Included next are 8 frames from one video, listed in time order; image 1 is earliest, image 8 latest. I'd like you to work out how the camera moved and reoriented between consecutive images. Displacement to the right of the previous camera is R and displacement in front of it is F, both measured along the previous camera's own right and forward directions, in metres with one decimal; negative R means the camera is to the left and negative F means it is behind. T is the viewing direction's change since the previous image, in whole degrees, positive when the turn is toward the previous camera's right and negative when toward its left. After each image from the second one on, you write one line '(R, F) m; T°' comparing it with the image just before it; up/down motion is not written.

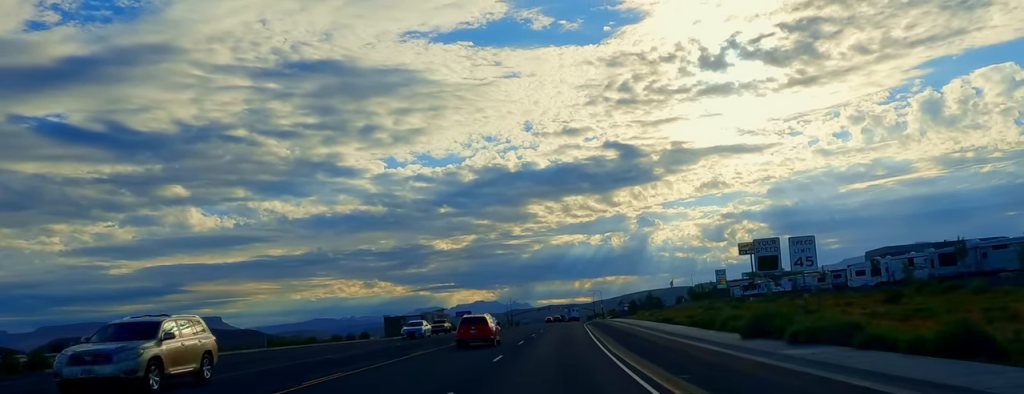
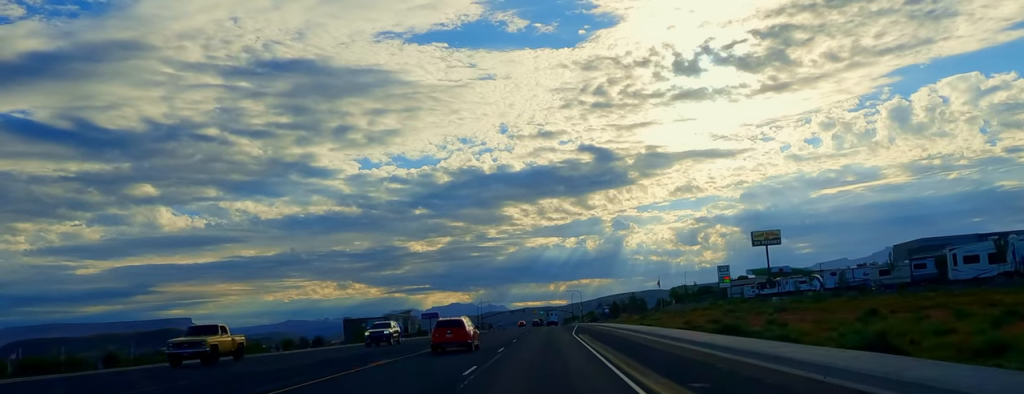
(+0.4, +28.0) m; +1°
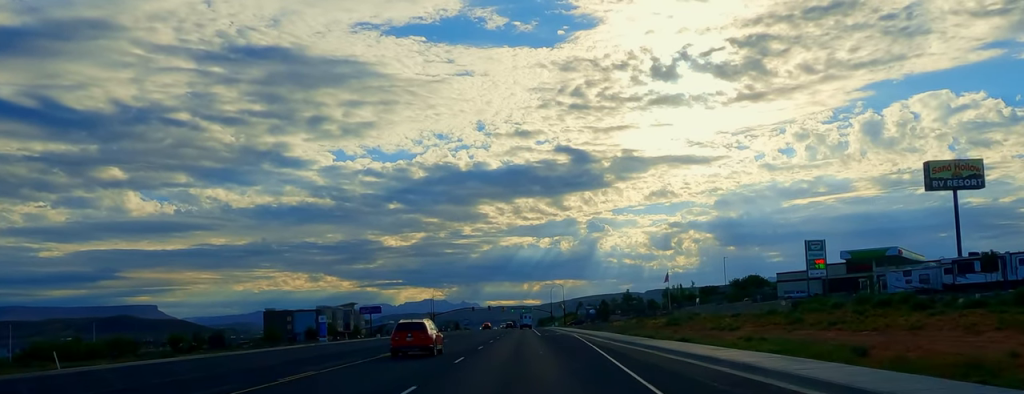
(+1.4, +64.7) m; +1°
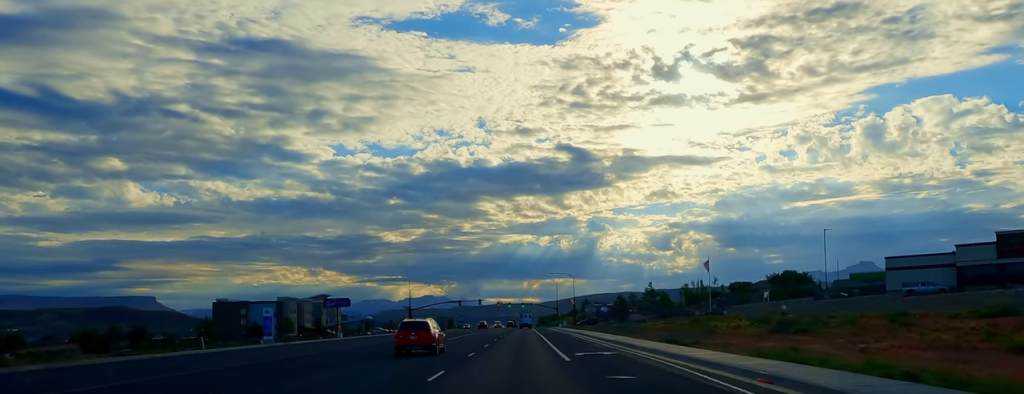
(0.0, +43.9) m; 0°
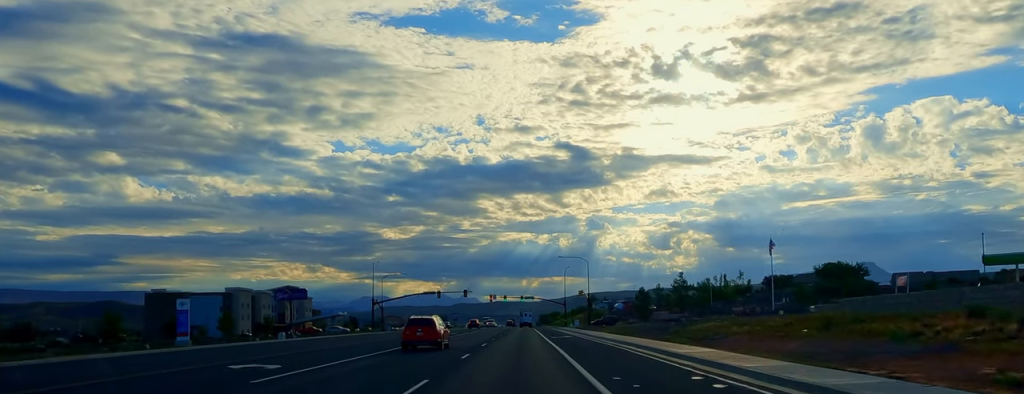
(0.0, +40.1) m; 0°
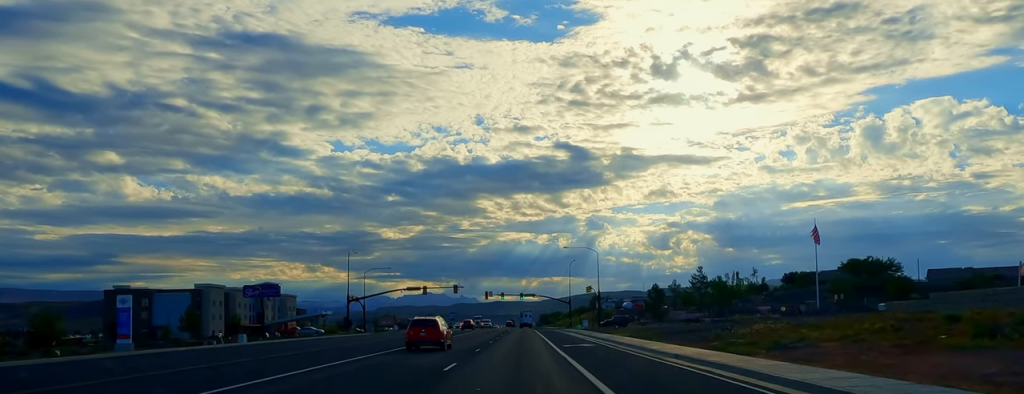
(0.0, +17.9) m; 0°
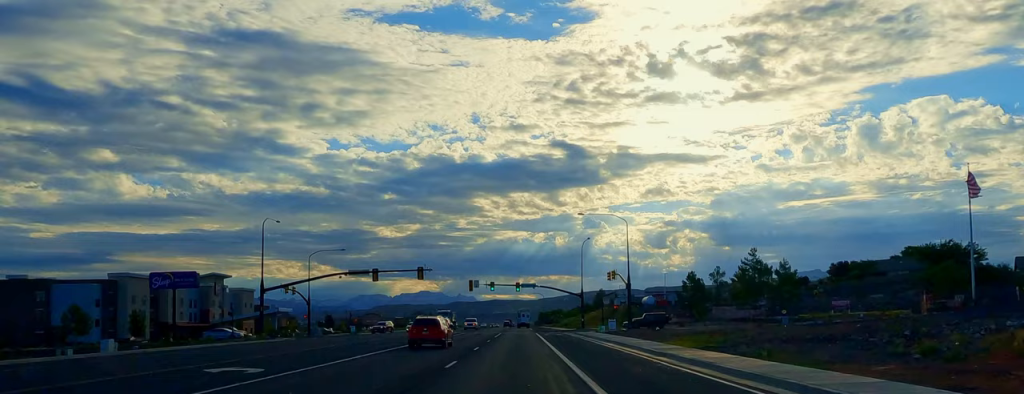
(0.0, +35.2) m; 0°
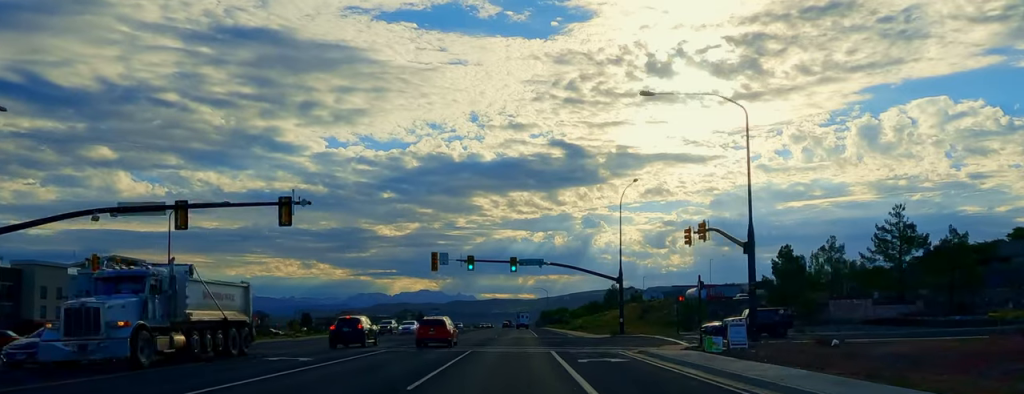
(0.0, +42.5) m; 0°
